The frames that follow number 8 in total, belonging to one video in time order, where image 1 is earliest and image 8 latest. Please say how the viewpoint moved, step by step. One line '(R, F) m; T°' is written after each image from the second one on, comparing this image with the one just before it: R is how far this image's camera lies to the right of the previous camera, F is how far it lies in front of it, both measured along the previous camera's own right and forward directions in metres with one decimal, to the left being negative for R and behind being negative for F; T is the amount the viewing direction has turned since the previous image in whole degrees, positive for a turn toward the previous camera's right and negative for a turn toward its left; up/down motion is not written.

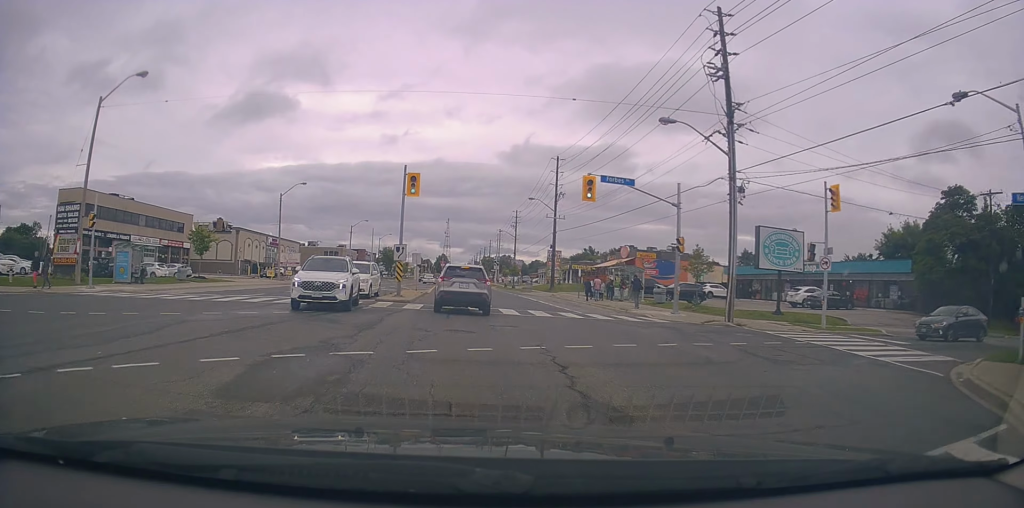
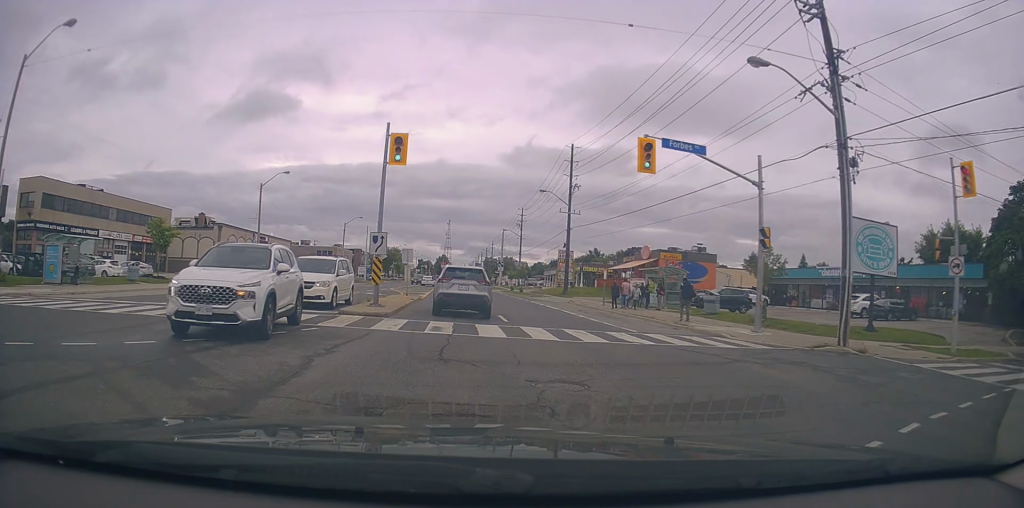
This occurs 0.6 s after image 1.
(-0.1, +7.8) m; -1°
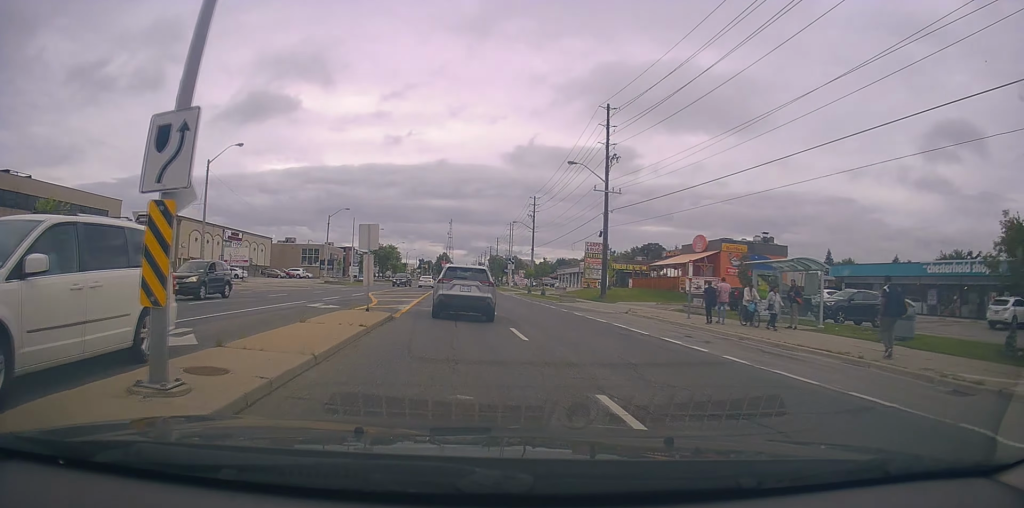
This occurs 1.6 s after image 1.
(-0.4, +14.4) m; 0°
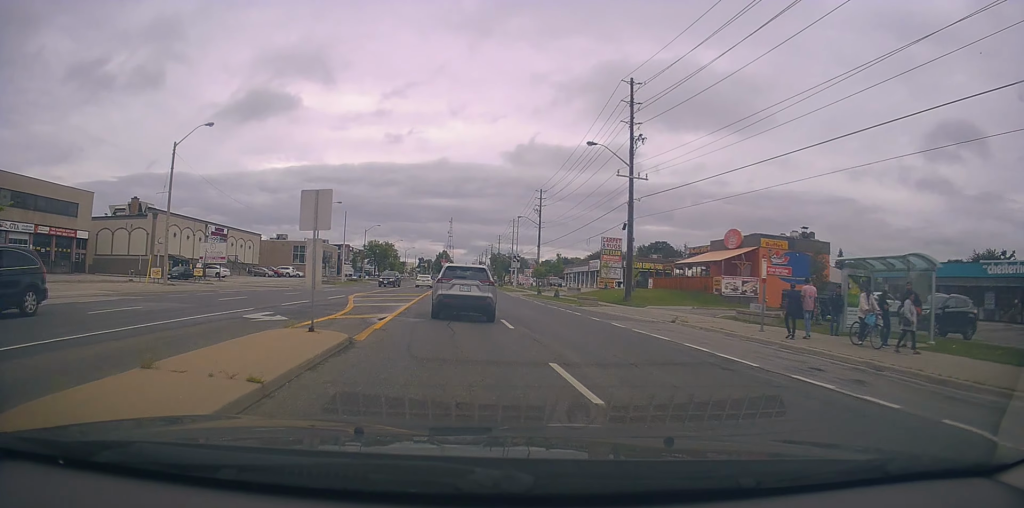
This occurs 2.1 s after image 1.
(+0.3, +6.6) m; 0°
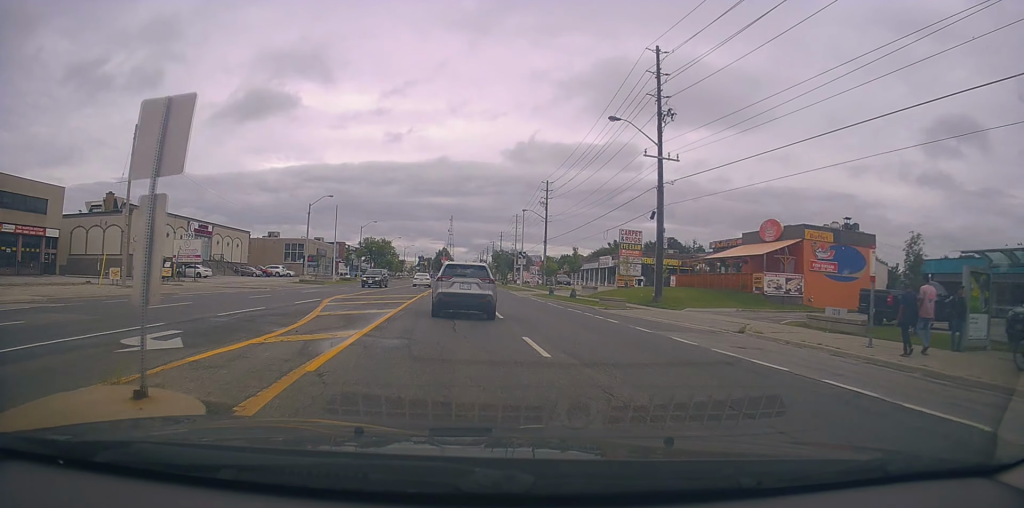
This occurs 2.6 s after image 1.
(0.0, +5.9) m; 0°
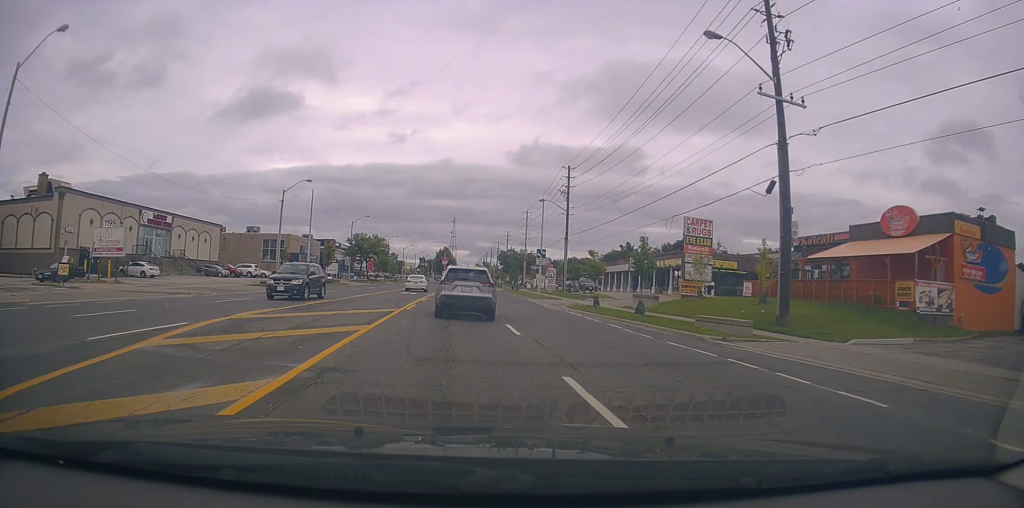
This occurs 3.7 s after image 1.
(-0.2, +13.6) m; 0°
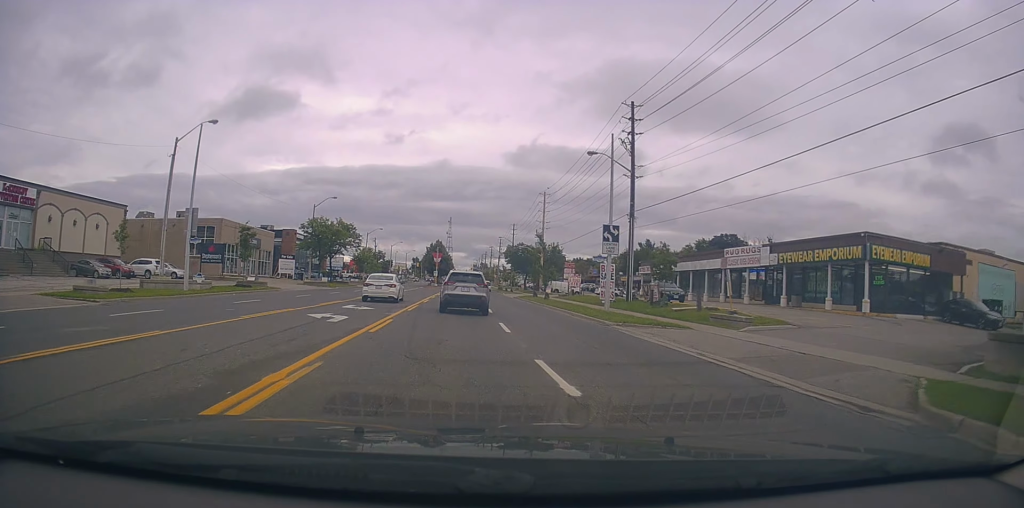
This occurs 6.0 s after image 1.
(+0.3, +25.8) m; -1°
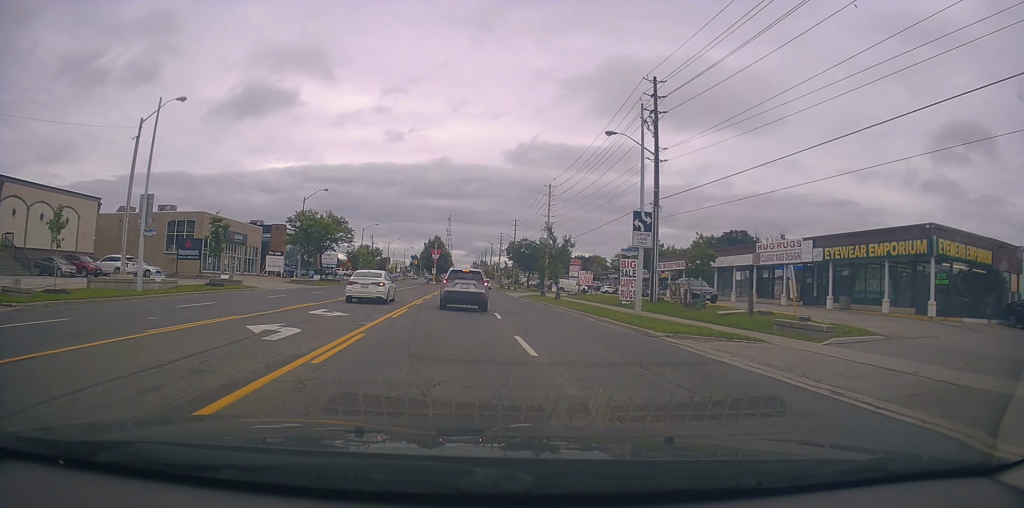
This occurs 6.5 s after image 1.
(-0.1, +4.9) m; 0°
